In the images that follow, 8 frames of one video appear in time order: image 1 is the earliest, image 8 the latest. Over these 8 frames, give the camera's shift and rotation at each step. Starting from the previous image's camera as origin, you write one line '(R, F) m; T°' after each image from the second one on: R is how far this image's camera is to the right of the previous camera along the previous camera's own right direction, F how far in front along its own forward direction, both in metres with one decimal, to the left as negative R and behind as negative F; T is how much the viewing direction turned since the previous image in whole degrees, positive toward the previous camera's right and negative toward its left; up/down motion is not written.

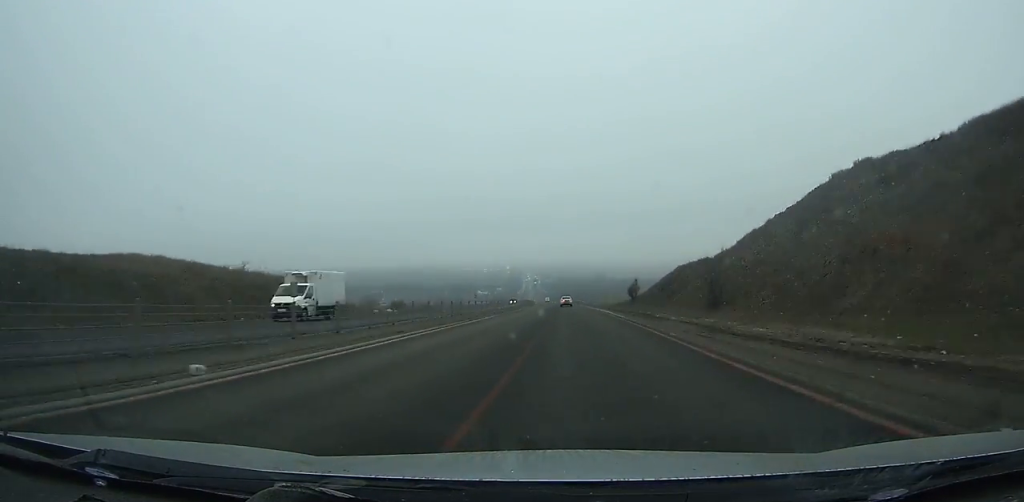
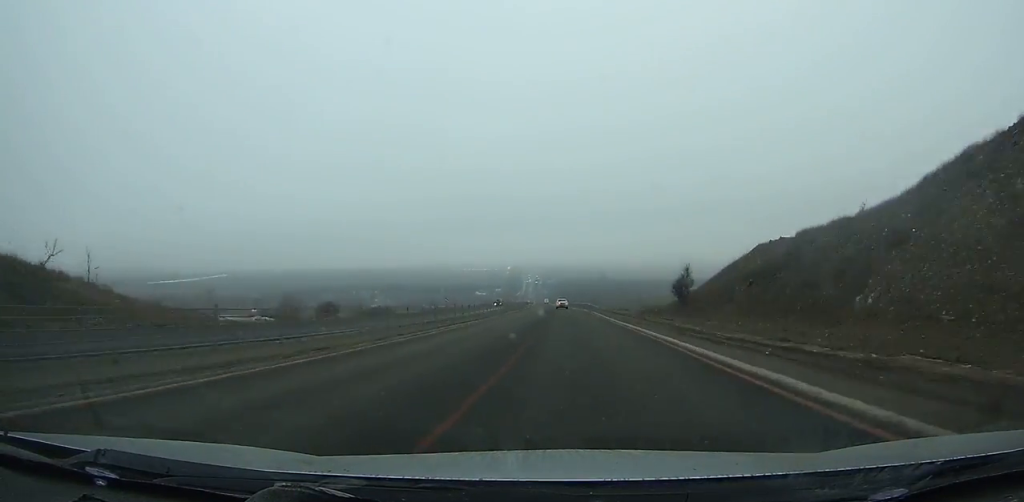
(-0.2, +40.6) m; -1°
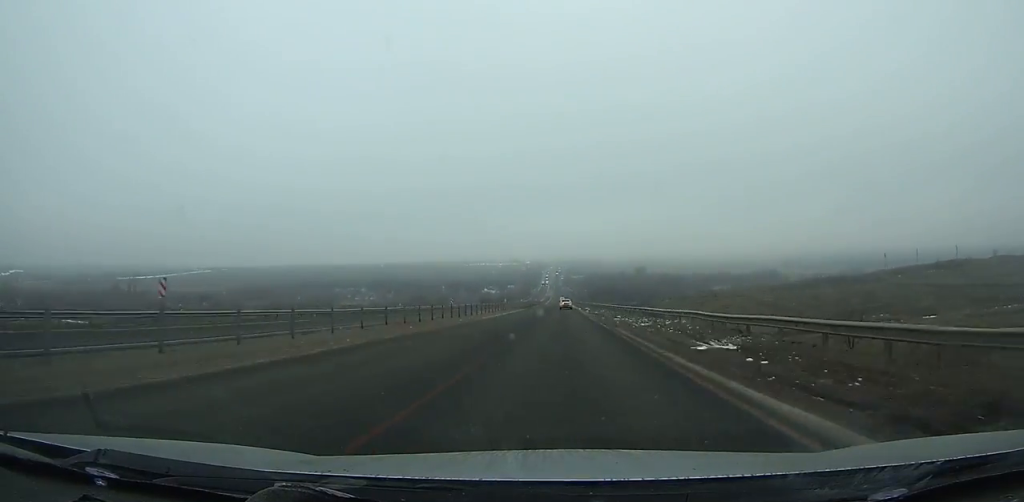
(-2.4, +145.0) m; -1°
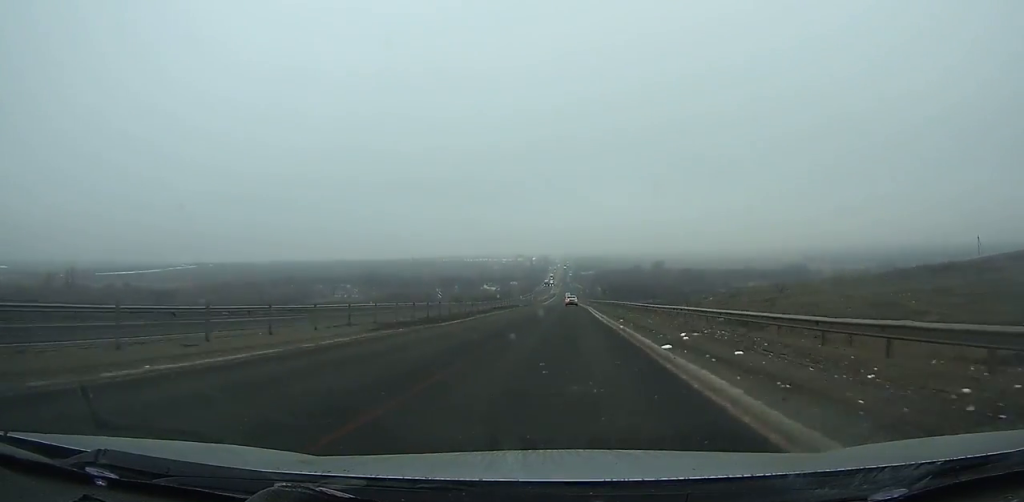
(-0.3, +73.7) m; 0°
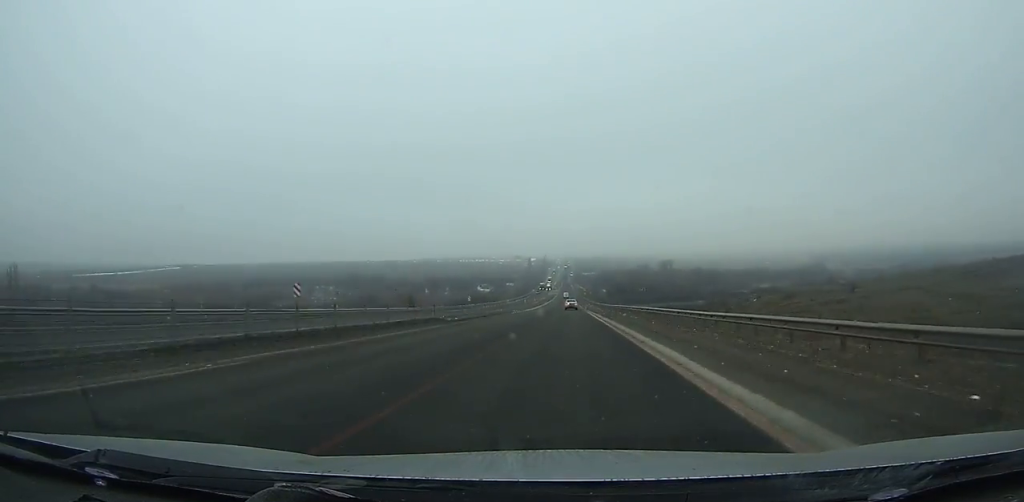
(0.0, +48.3) m; 0°
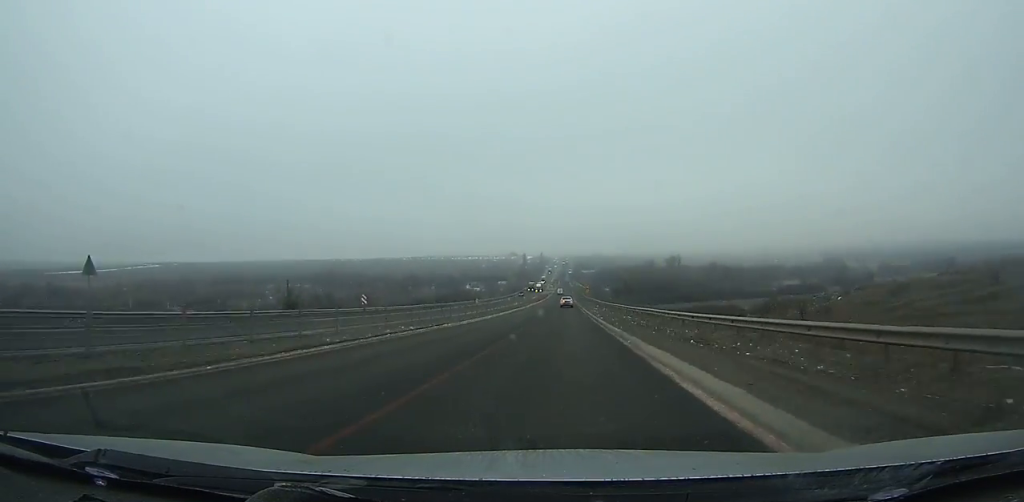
(-0.2, +54.3) m; 0°
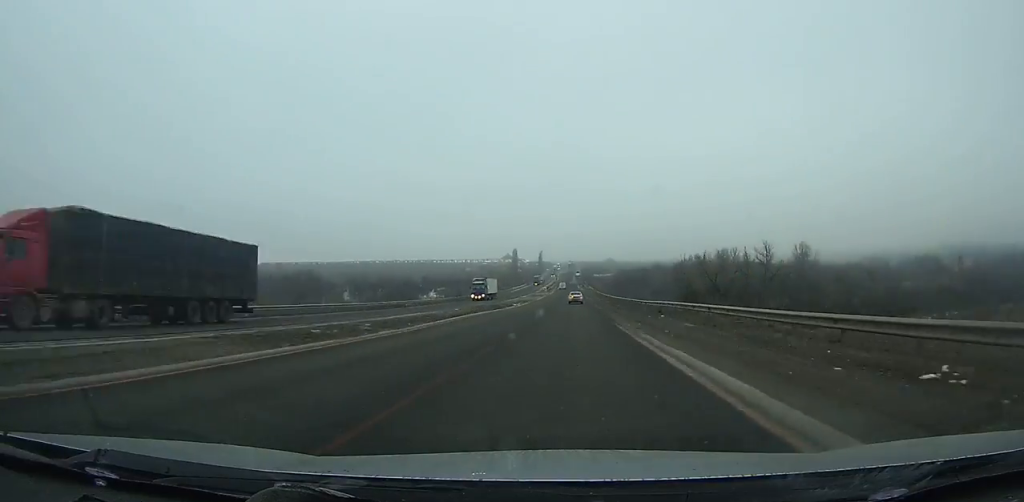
(-0.2, +155.4) m; 0°
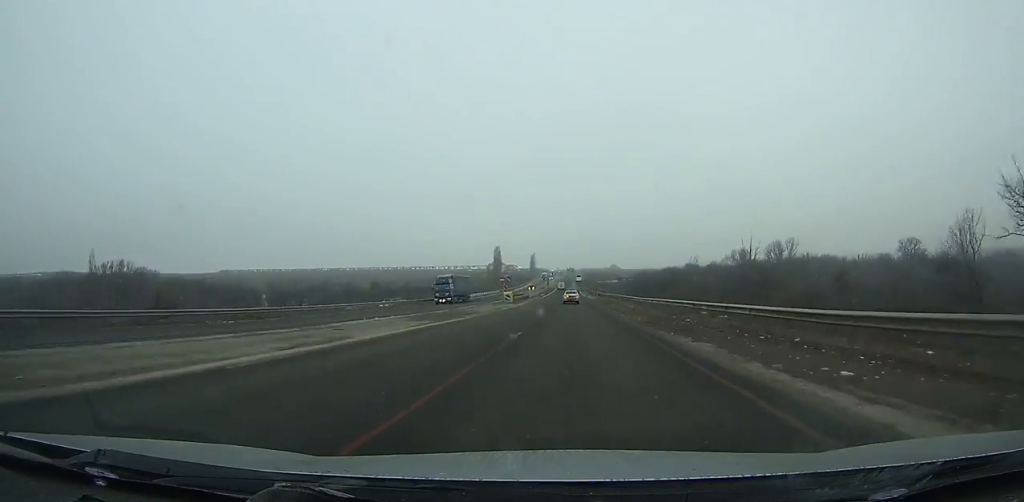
(-0.2, +95.0) m; 0°
